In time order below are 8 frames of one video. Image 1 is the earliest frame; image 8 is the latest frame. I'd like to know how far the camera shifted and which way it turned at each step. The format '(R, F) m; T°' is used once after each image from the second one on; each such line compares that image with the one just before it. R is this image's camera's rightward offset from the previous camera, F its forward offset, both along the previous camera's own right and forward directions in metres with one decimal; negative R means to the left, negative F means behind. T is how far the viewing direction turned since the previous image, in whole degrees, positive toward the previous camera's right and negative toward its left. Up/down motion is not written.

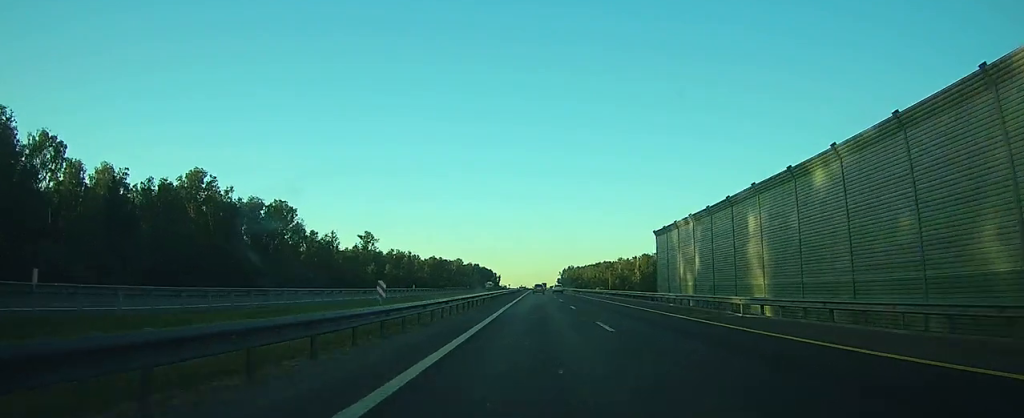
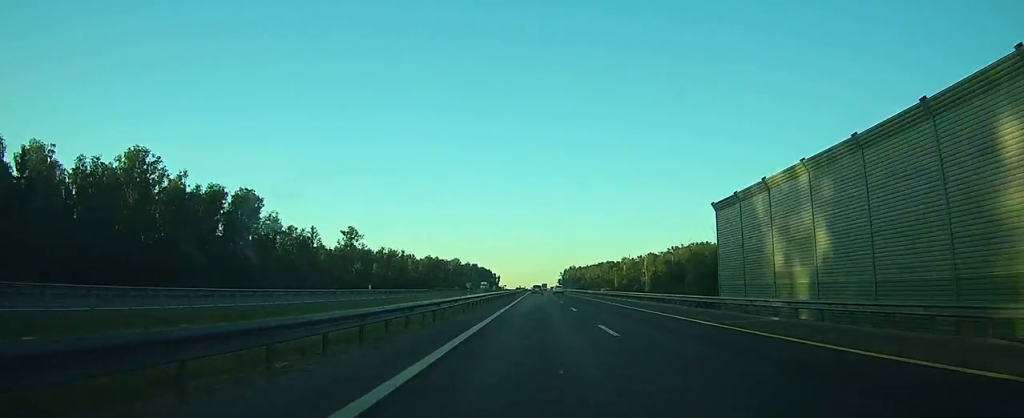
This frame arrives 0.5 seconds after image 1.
(0.0, +17.4) m; 0°
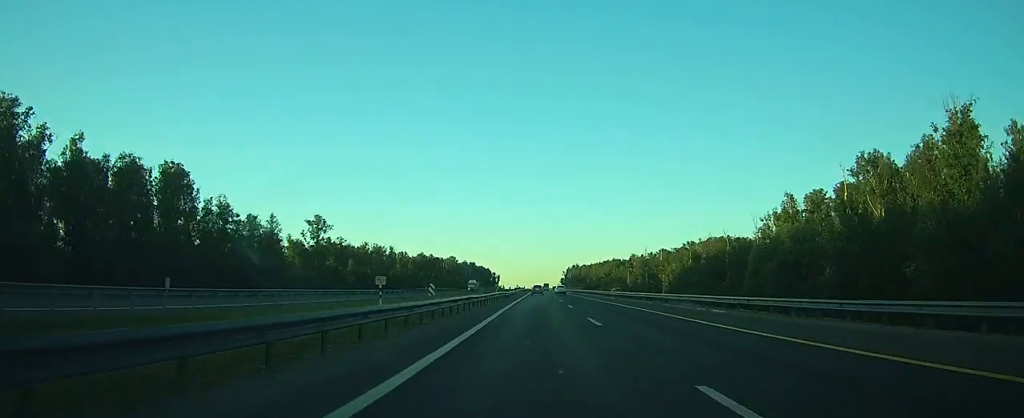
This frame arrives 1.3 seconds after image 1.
(0.0, +27.8) m; 0°
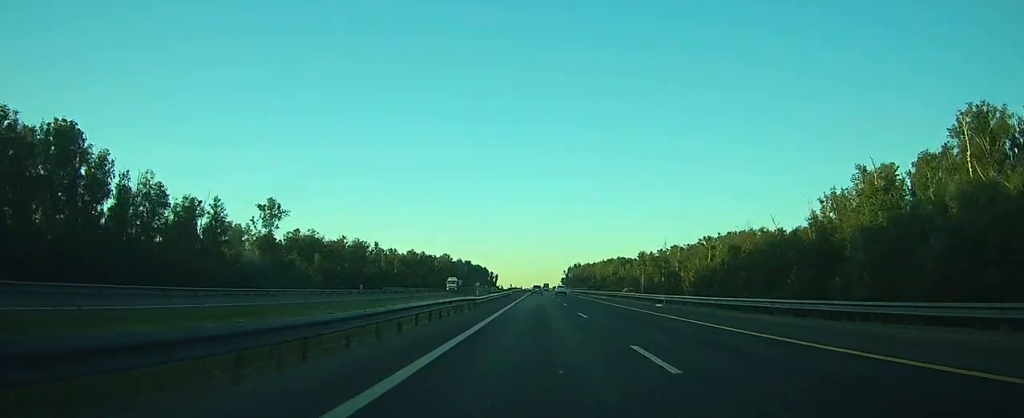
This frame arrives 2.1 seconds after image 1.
(0.0, +26.7) m; 0°
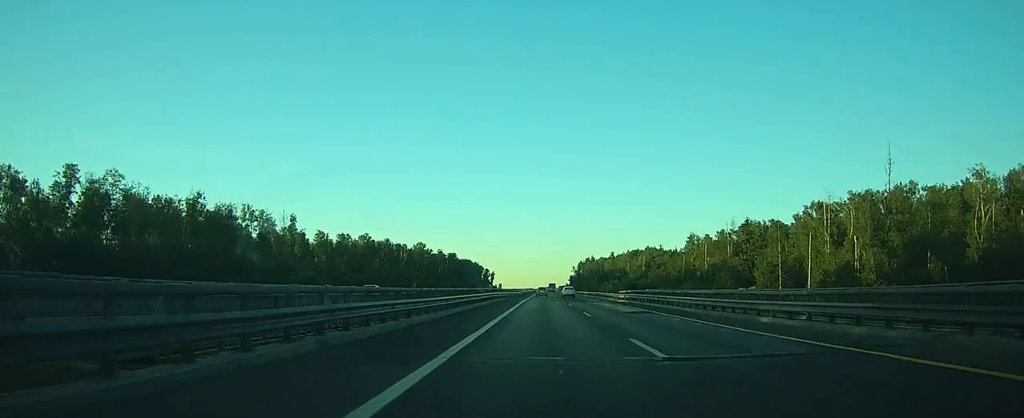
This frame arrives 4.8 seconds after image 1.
(-0.1, +94.3) m; 0°
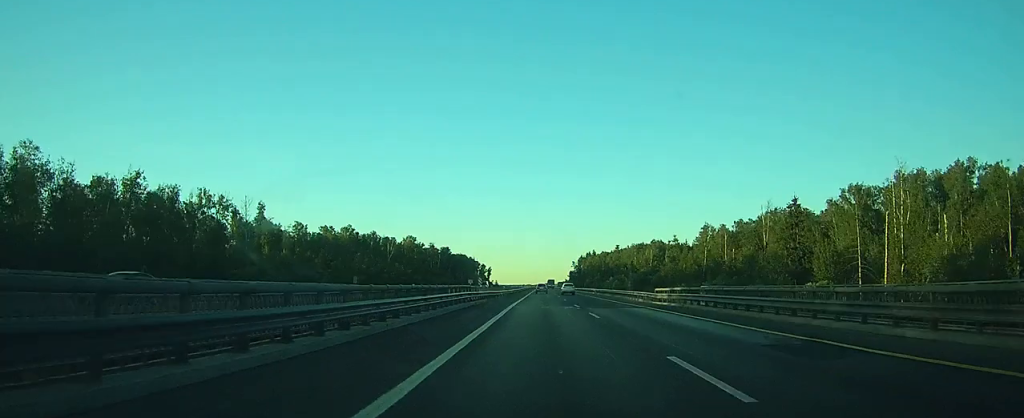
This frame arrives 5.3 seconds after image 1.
(0.0, +19.7) m; 0°
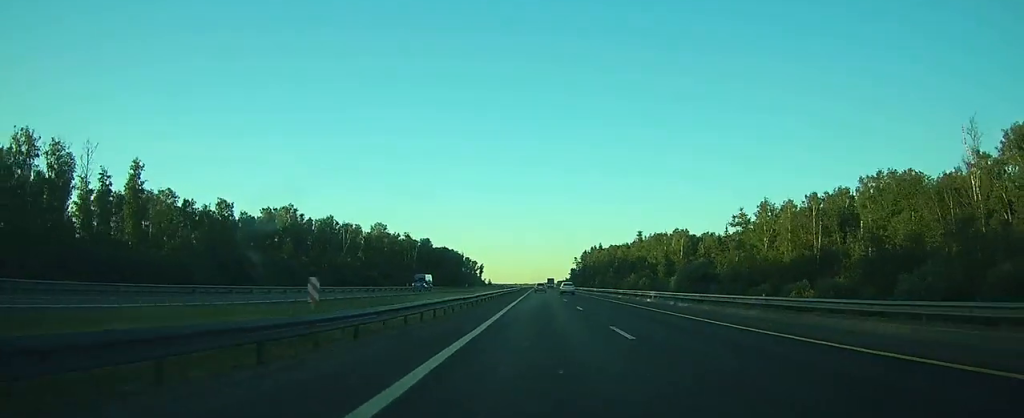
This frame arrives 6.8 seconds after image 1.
(-0.1, +51.7) m; 0°
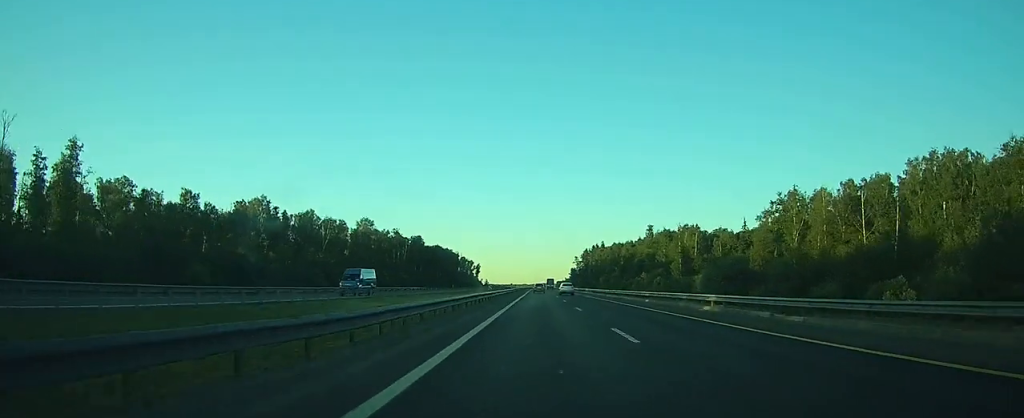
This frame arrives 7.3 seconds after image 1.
(0.0, +17.1) m; 0°
